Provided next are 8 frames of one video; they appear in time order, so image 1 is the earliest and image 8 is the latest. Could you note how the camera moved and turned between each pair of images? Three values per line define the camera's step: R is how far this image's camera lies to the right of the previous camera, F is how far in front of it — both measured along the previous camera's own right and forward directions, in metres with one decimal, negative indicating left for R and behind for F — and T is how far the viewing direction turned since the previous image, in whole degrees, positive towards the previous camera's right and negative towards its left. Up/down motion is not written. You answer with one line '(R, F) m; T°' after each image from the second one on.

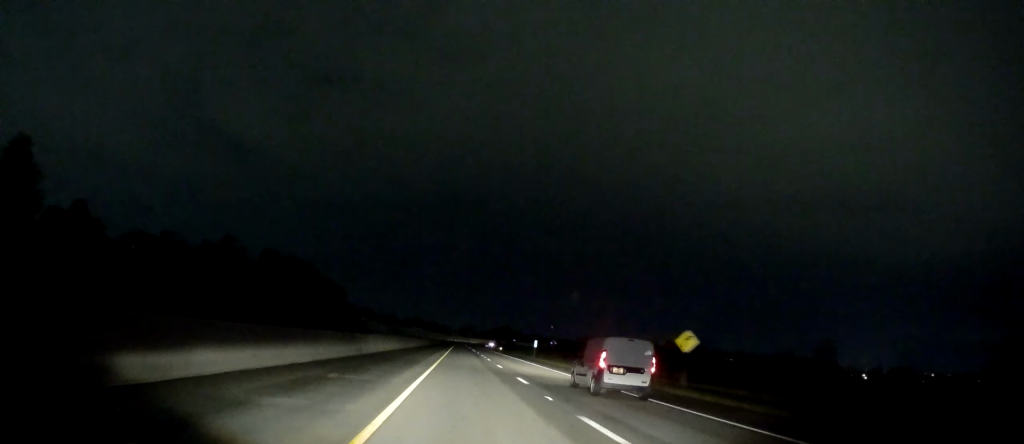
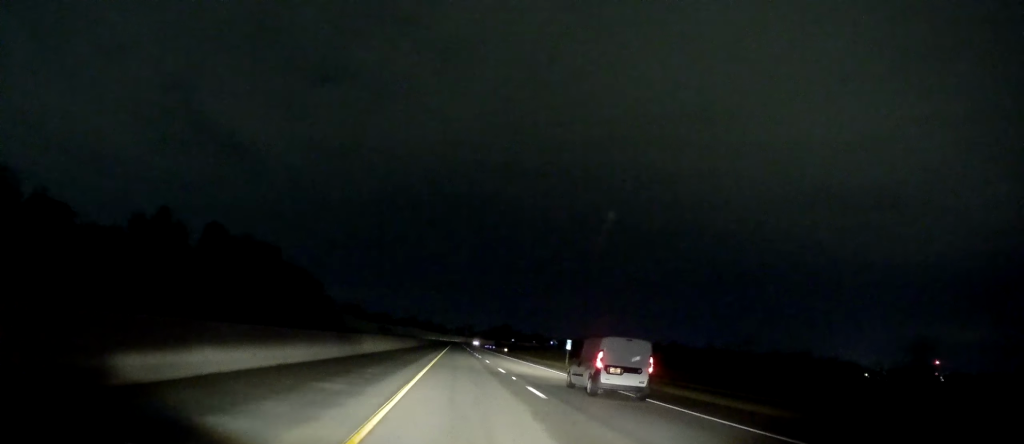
(-0.2, +27.5) m; 0°
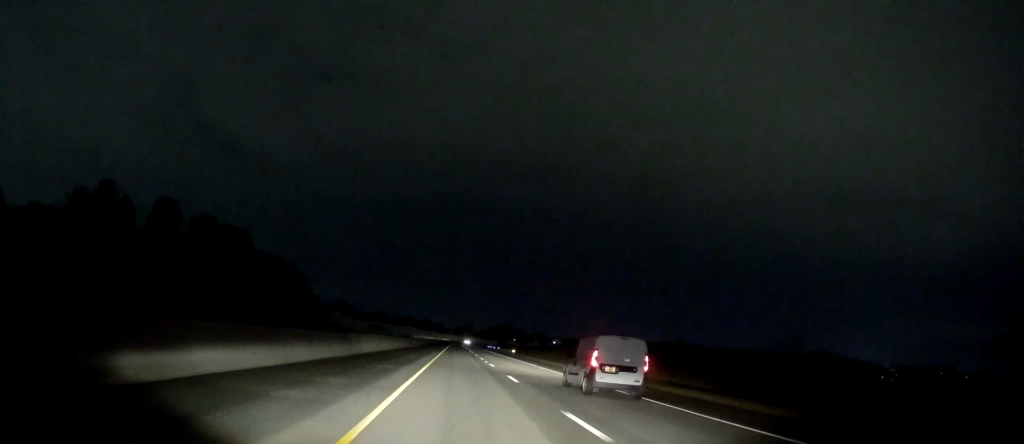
(0.0, +18.3) m; 0°
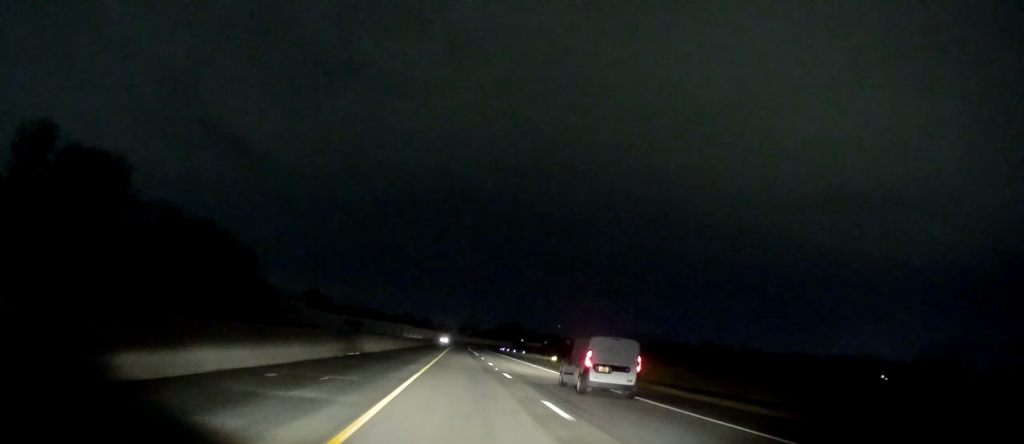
(+0.1, +39.0) m; +1°
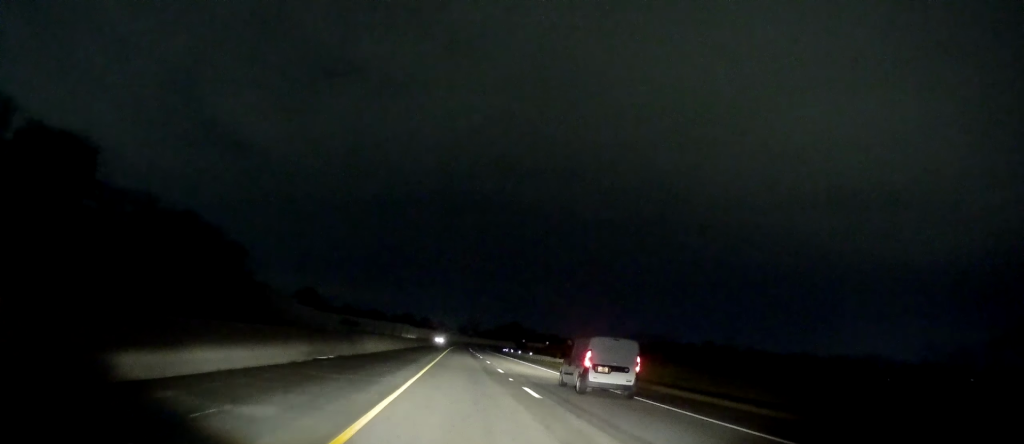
(0.0, +32.5) m; 0°
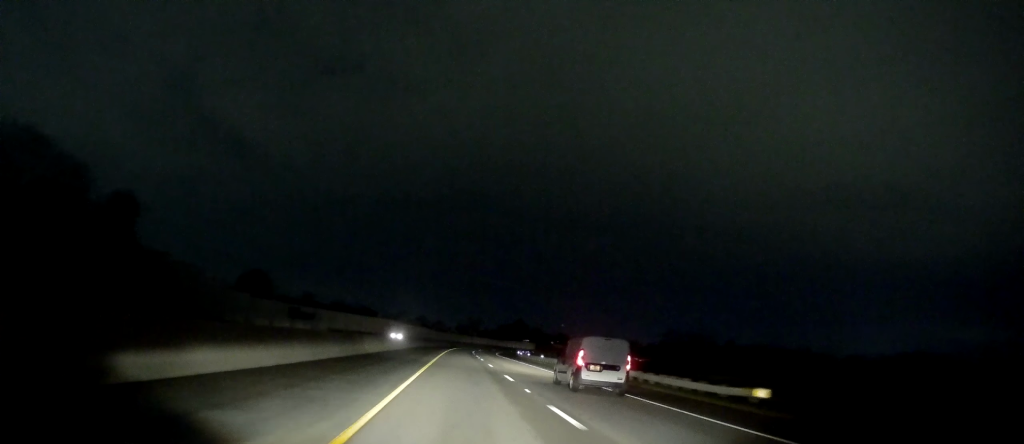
(+0.1, +37.5) m; 0°
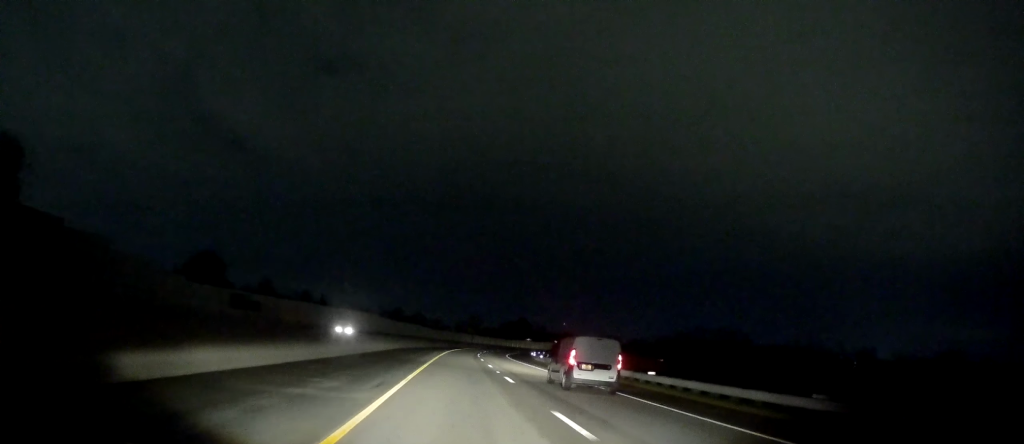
(0.0, +23.7) m; -1°
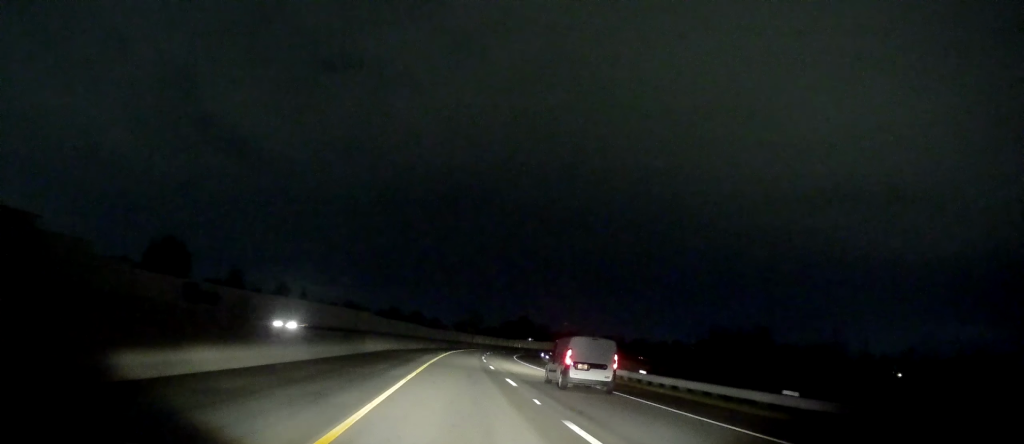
(0.0, +12.9) m; -1°
